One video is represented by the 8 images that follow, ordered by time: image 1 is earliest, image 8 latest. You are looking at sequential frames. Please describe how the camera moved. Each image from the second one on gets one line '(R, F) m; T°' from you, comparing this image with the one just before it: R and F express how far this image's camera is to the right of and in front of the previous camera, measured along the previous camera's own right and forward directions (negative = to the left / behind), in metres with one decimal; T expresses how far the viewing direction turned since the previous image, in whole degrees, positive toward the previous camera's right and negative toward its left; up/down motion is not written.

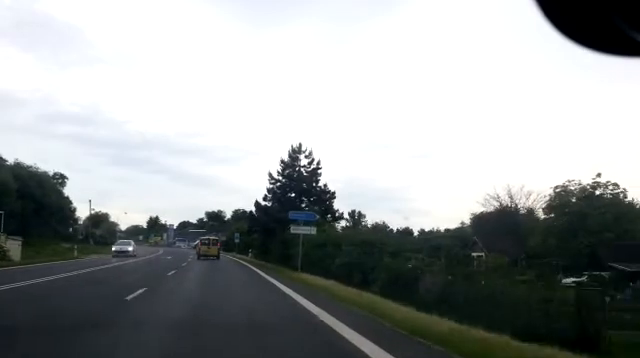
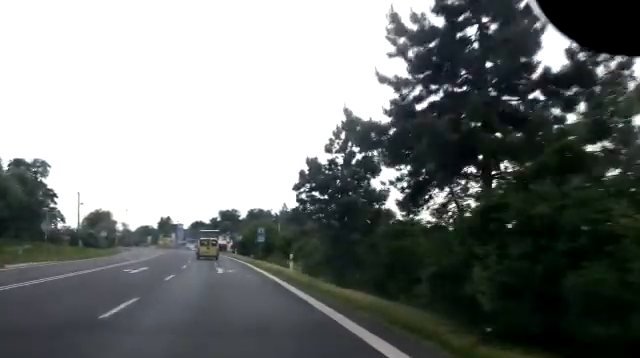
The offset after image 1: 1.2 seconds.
(-0.4, +21.1) m; -2°
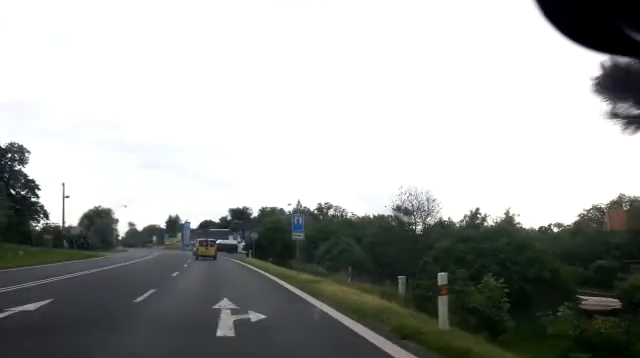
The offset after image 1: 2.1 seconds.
(0.0, +15.2) m; -1°
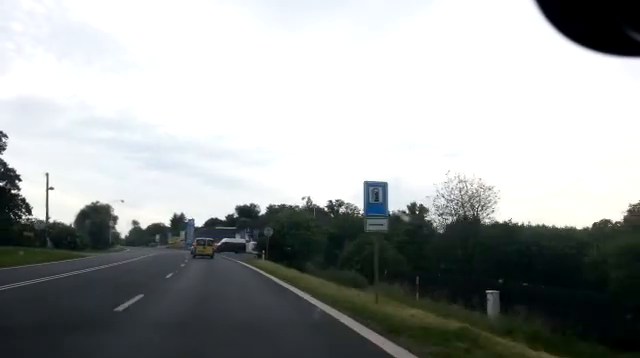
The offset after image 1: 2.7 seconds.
(-0.2, +10.6) m; -1°
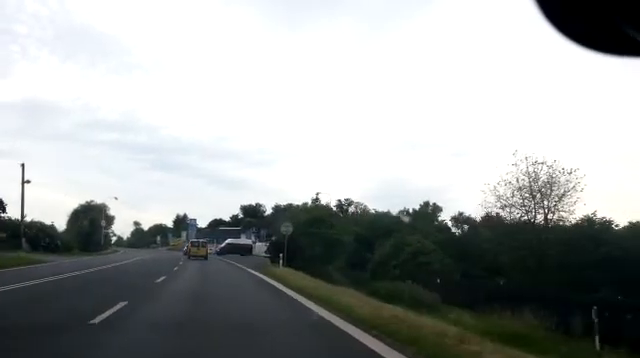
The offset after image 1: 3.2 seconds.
(-0.1, +10.0) m; -1°
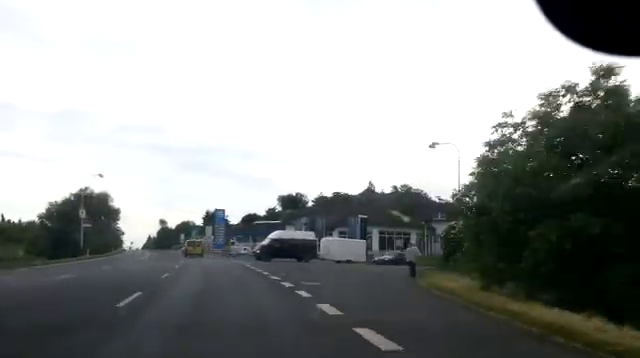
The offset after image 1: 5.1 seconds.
(-0.7, +33.6) m; -4°
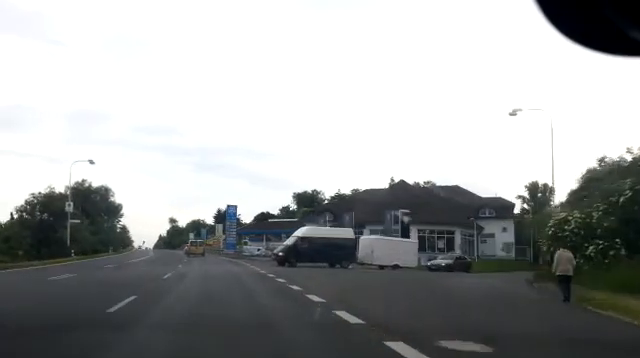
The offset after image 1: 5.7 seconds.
(-0.3, +10.3) m; -1°
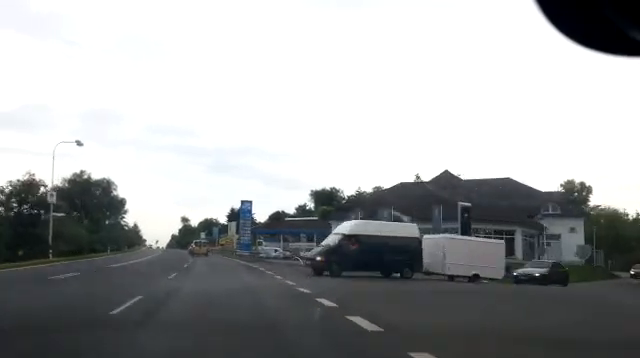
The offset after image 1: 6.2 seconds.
(-0.3, +9.7) m; 0°
